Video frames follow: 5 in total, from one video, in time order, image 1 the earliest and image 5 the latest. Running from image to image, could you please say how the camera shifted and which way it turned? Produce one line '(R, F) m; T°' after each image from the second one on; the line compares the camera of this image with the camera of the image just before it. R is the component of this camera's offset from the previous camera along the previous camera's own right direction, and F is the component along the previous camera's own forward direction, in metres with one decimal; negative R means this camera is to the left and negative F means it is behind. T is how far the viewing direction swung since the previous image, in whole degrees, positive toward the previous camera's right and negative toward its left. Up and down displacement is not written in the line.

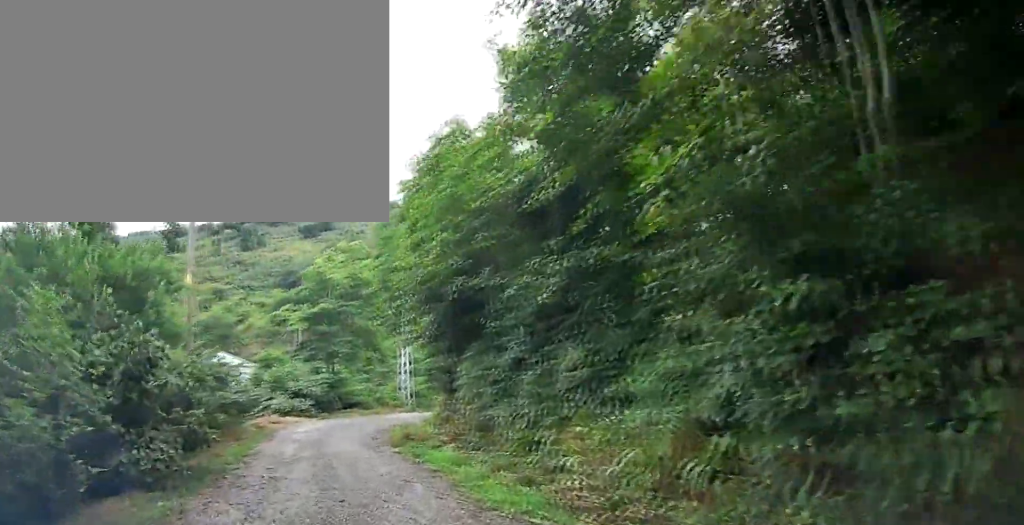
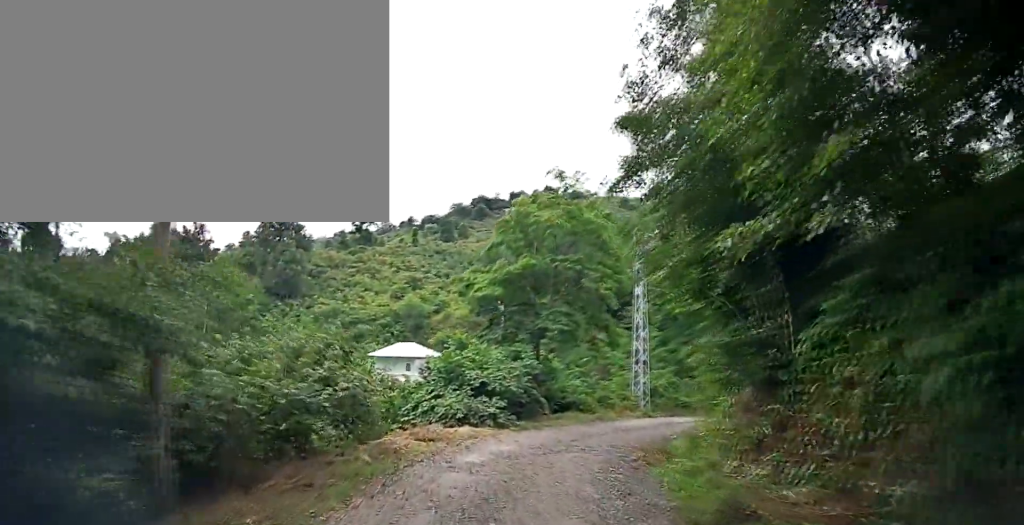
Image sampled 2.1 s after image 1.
(-2.9, +9.4) m; -25°
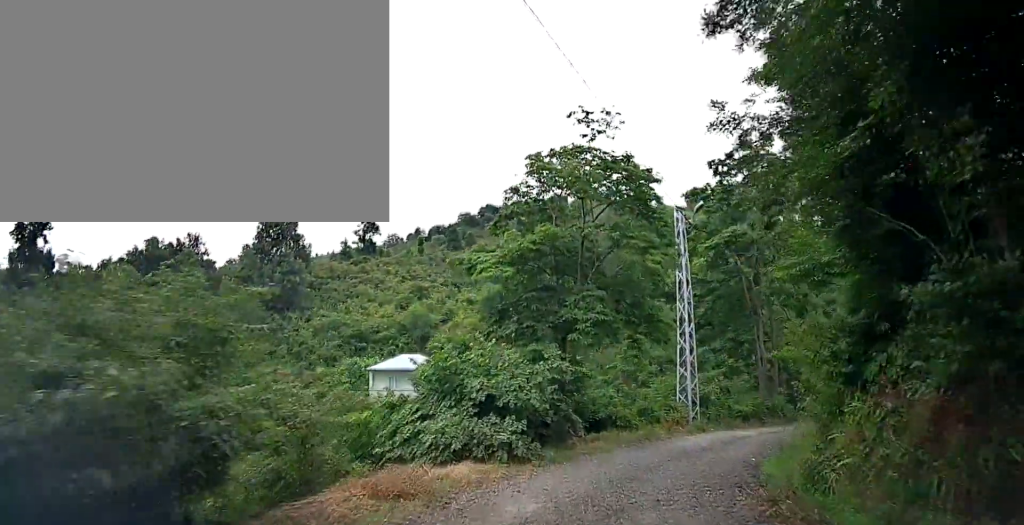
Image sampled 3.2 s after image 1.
(0.0, +5.4) m; +1°
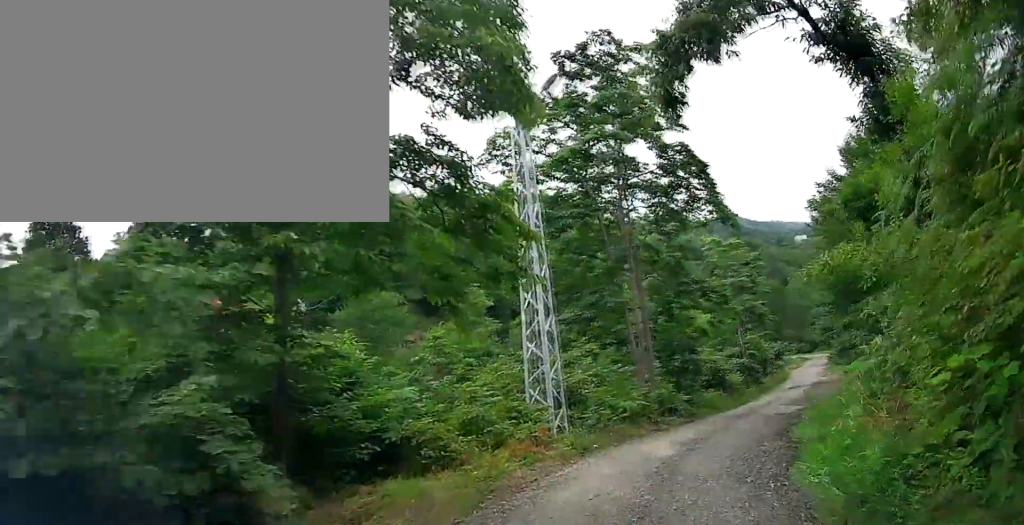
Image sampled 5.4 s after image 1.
(+0.9, +9.6) m; +21°
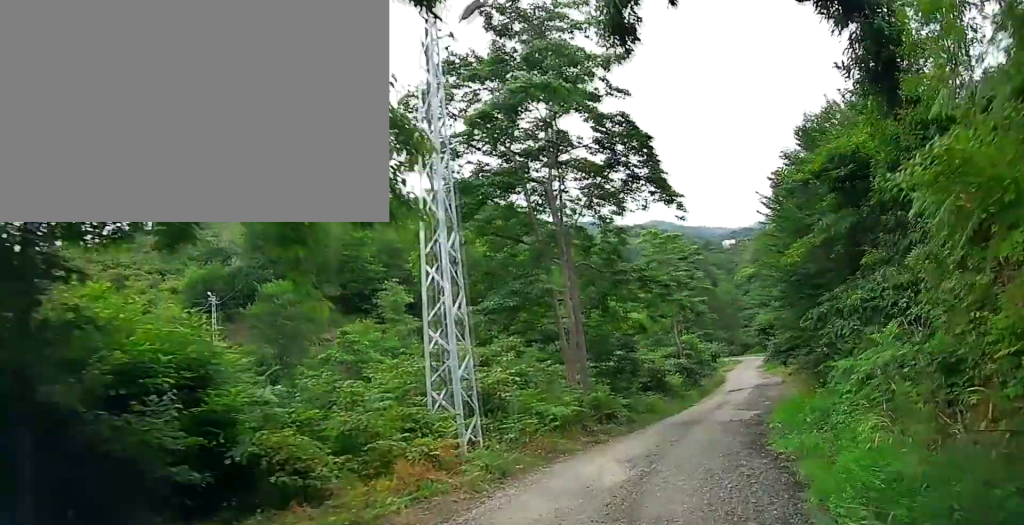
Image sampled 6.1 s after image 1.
(+0.3, +2.6) m; +9°
